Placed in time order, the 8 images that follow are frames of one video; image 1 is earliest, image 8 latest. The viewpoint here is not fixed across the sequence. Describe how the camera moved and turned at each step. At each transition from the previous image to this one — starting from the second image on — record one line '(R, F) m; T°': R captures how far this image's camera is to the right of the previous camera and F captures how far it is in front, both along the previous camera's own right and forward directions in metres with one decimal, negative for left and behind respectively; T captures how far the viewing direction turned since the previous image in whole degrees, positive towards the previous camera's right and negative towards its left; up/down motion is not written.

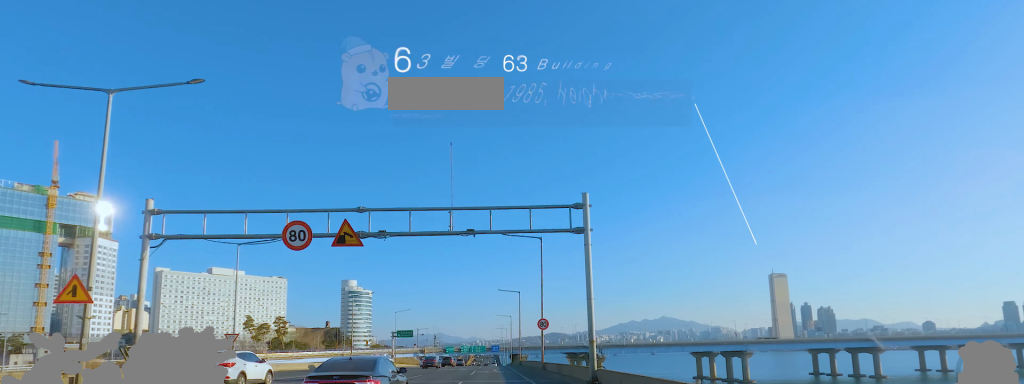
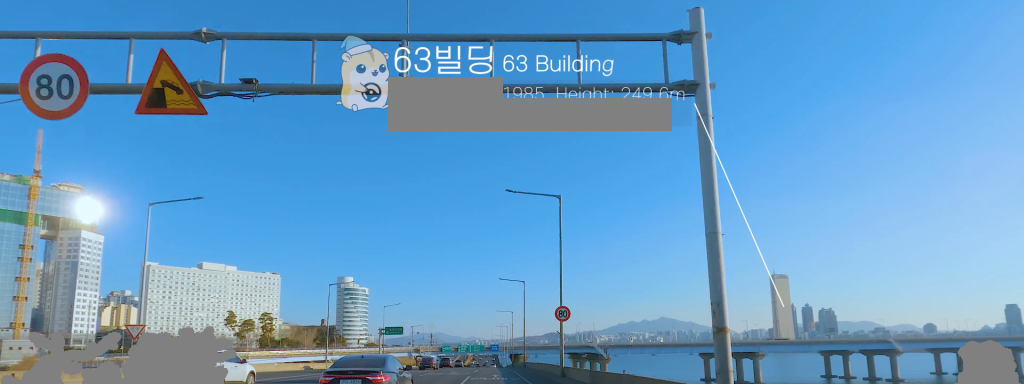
(0.0, +11.8) m; 0°
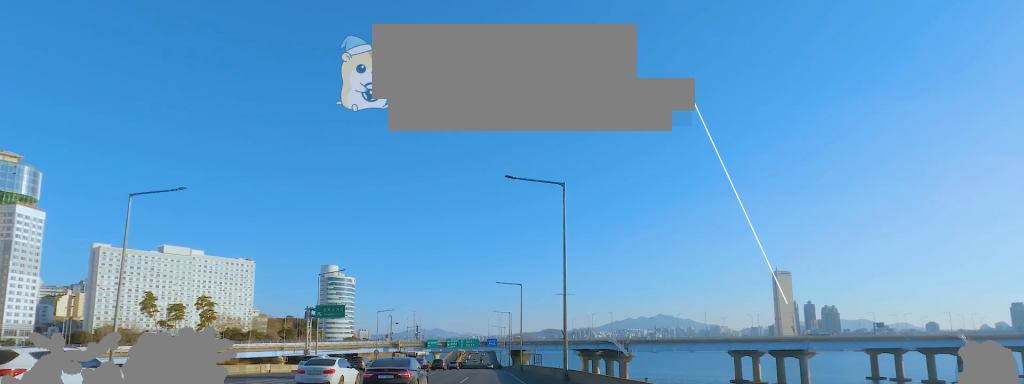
(-0.6, +38.5) m; -3°
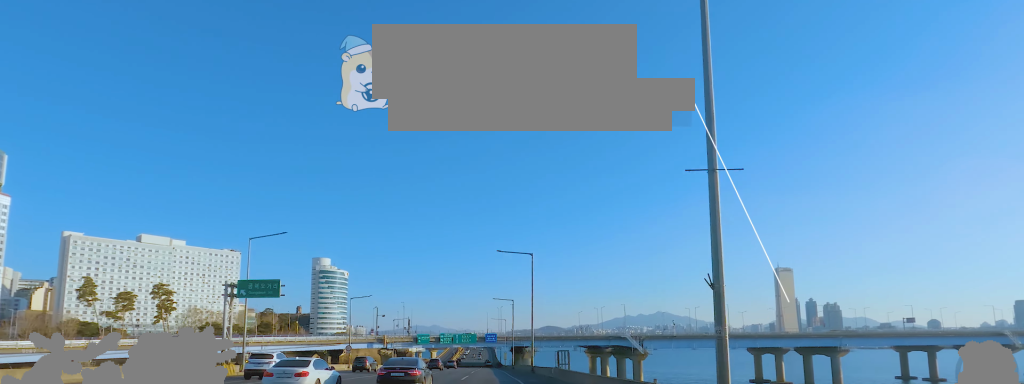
(-0.5, +19.2) m; -1°
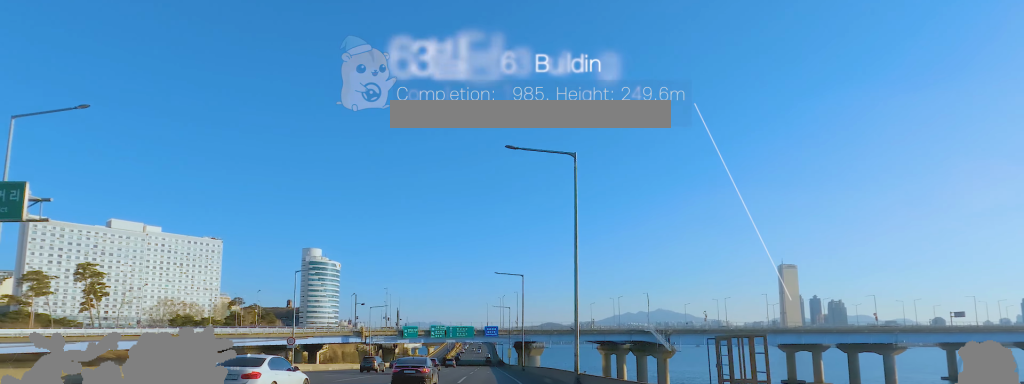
(+0.5, +24.3) m; +3°
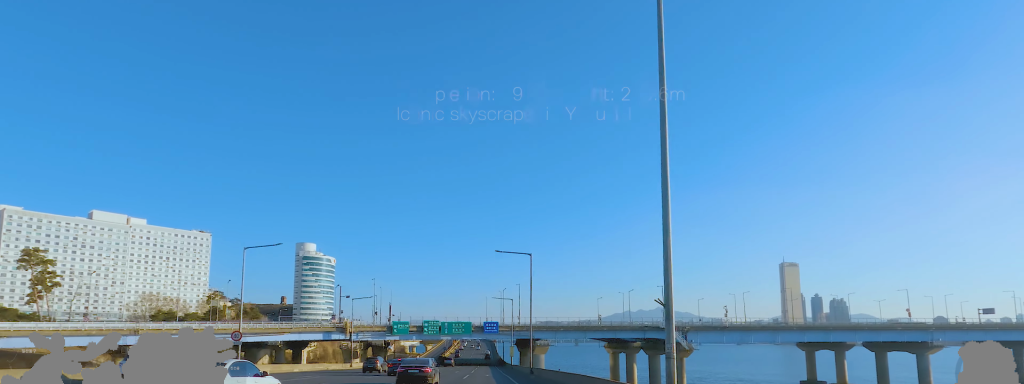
(+0.3, +12.5) m; +1°
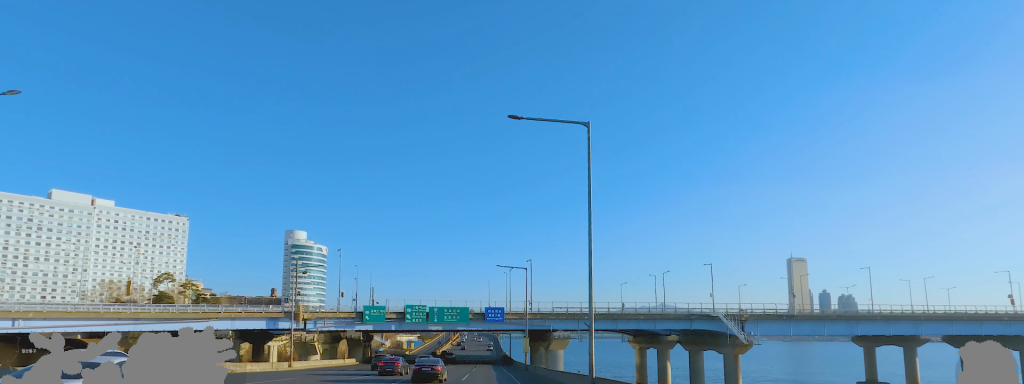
(0.0, +27.1) m; 0°
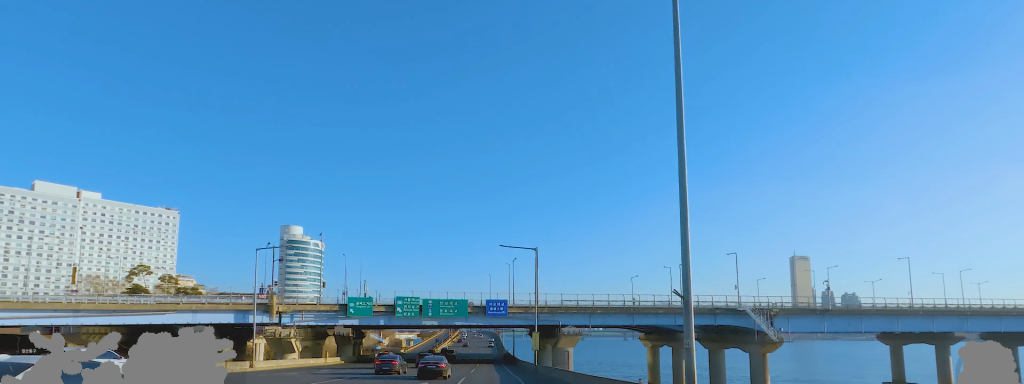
(0.0, +9.7) m; 0°
